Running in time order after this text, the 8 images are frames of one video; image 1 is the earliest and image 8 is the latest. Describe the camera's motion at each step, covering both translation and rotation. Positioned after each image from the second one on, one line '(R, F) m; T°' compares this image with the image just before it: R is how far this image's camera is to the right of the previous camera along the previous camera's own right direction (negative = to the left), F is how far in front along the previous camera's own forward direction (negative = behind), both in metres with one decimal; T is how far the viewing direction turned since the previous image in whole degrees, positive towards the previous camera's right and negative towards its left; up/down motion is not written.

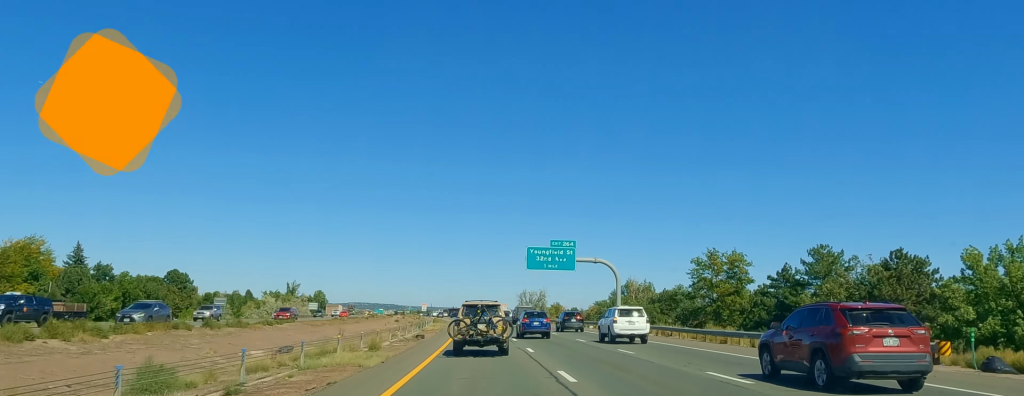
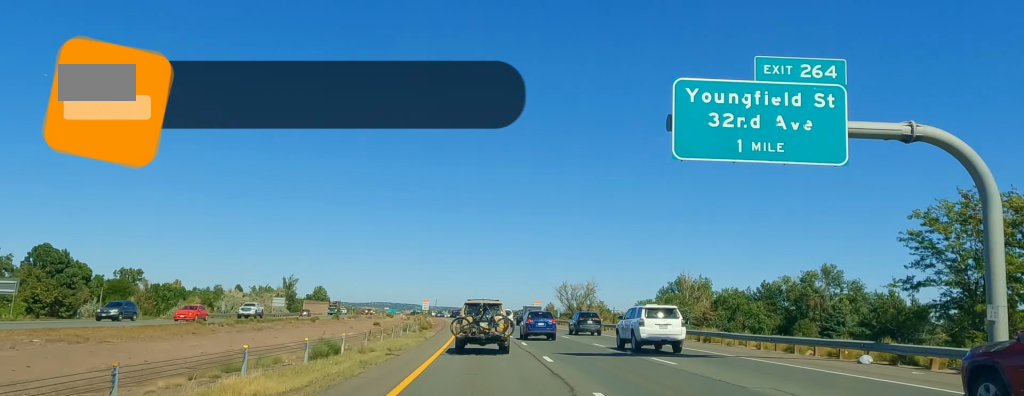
(-0.6, +55.4) m; -1°
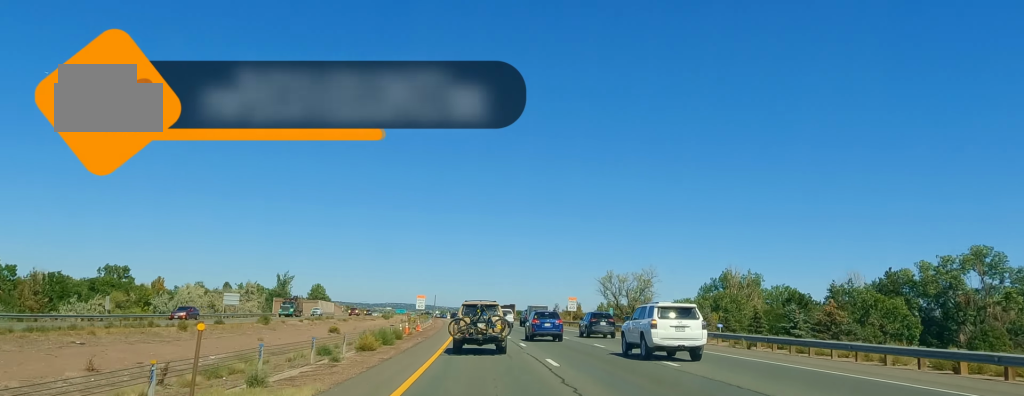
(0.0, +37.5) m; -1°
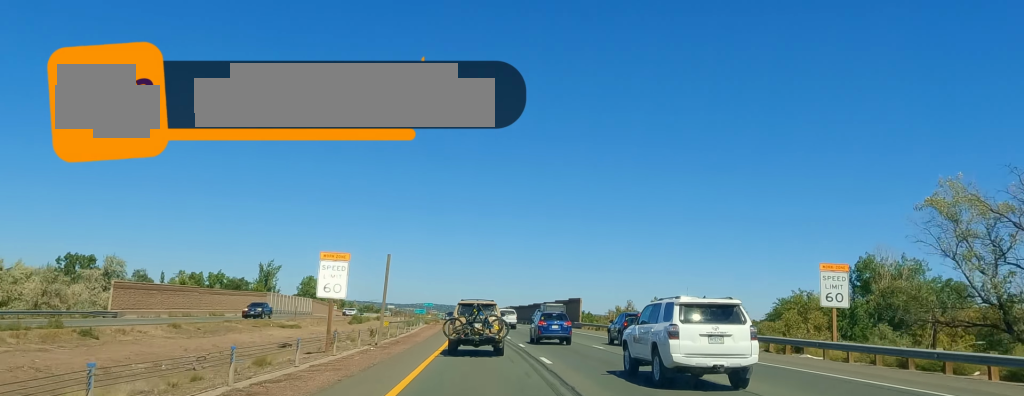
(-0.8, +72.4) m; -2°
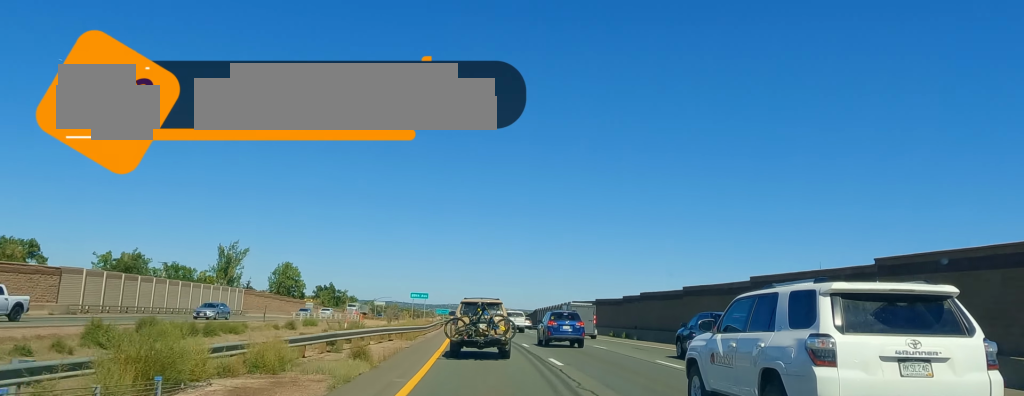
(-1.9, +72.9) m; -3°
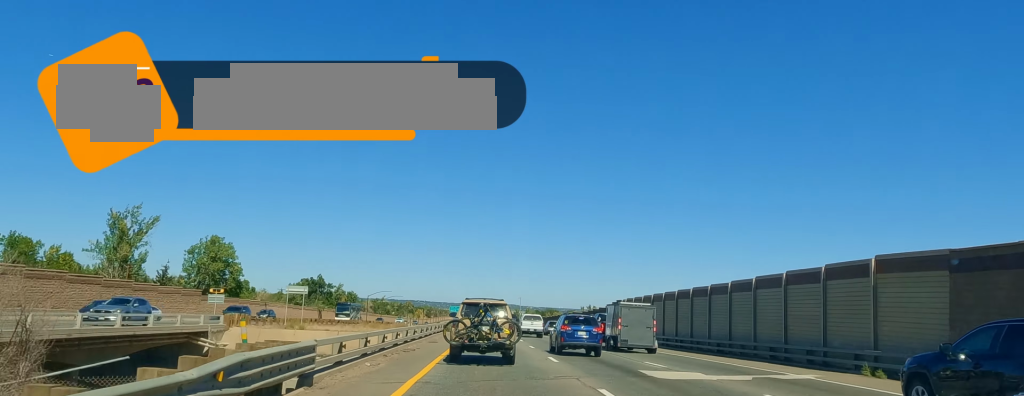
(-1.3, +70.0) m; -2°
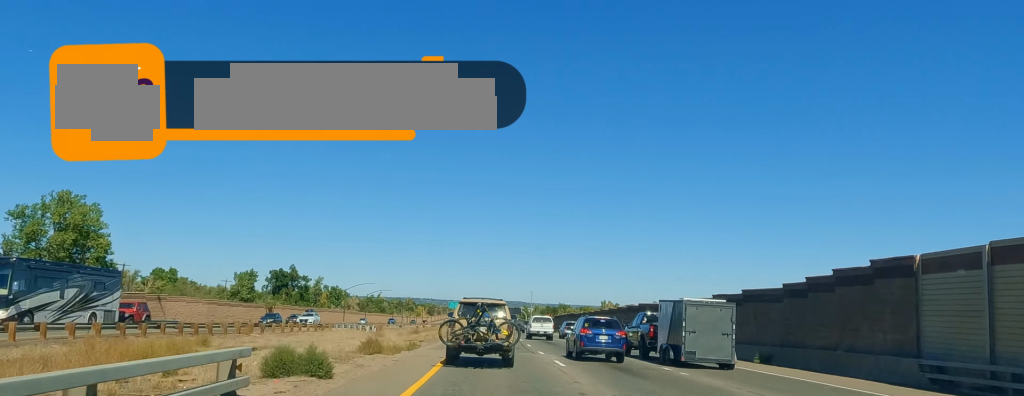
(-0.8, +49.0) m; 0°
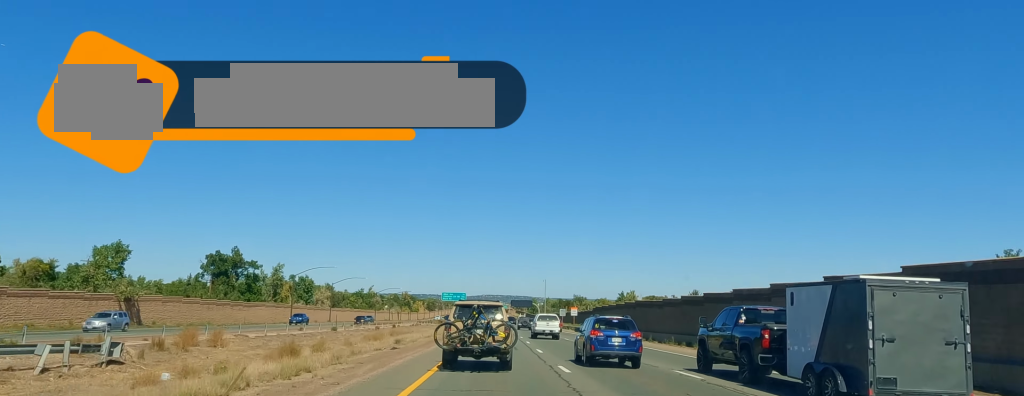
(+0.8, +57.1) m; 0°
